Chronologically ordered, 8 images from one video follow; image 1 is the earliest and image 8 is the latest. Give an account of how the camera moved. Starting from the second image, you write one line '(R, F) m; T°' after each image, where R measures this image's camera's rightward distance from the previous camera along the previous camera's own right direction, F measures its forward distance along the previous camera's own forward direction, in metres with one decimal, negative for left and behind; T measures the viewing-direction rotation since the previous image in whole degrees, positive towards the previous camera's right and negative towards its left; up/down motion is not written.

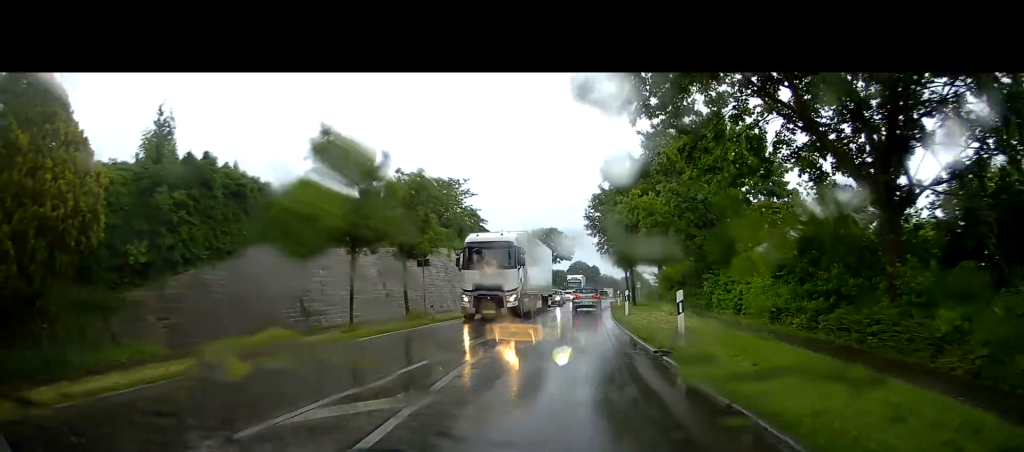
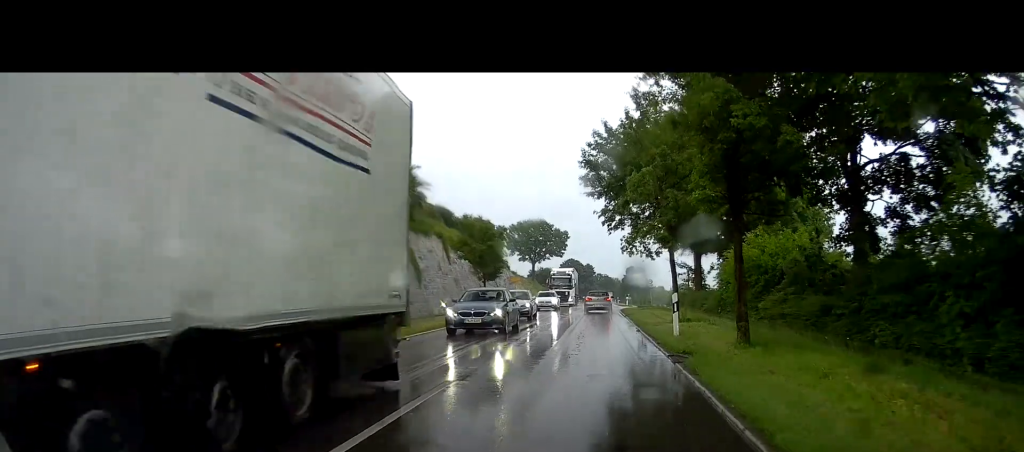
(-0.1, +25.3) m; -1°
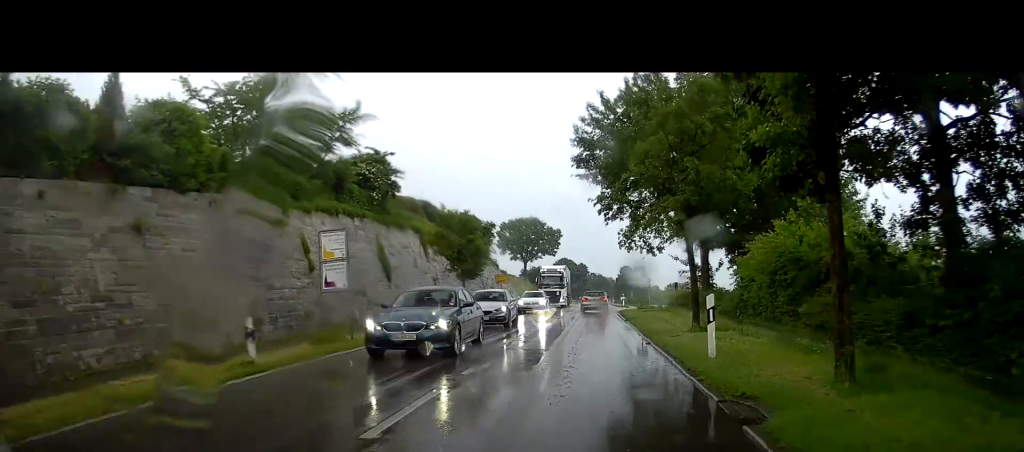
(-0.1, +5.0) m; 0°
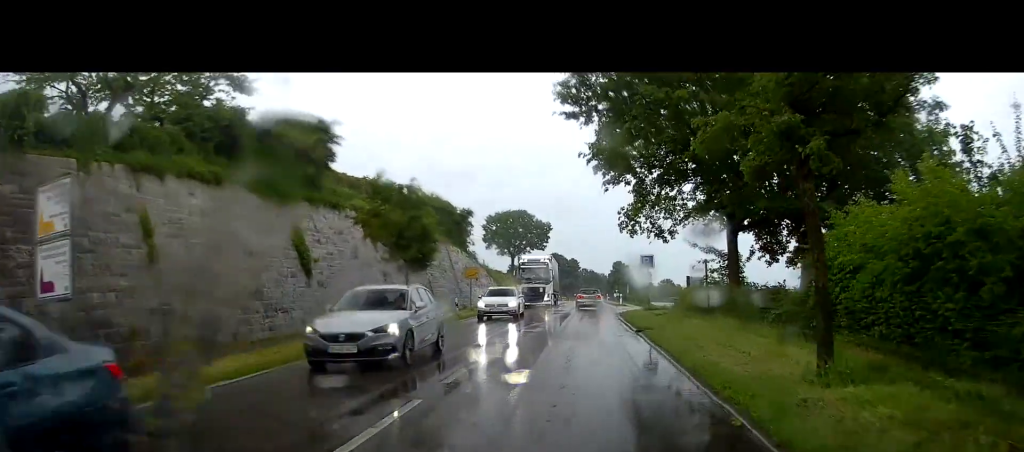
(-0.2, +9.7) m; +2°
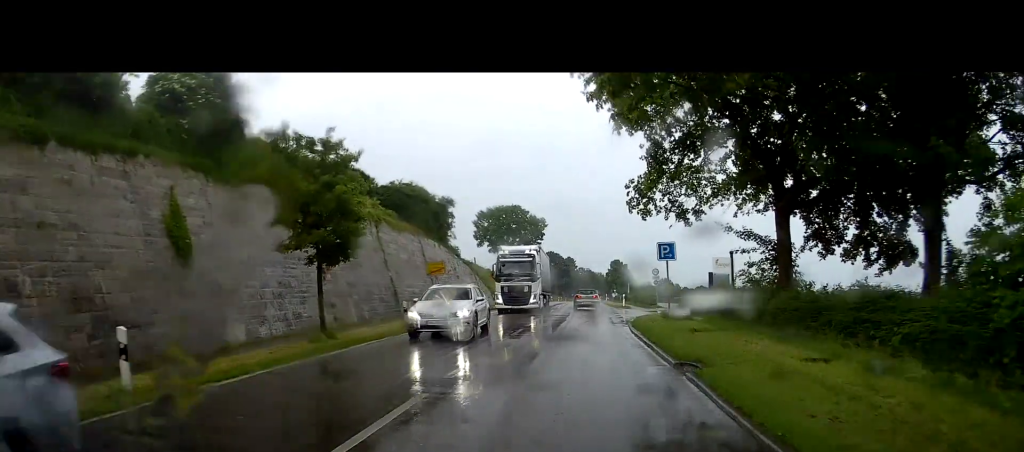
(+0.5, +8.3) m; +3°
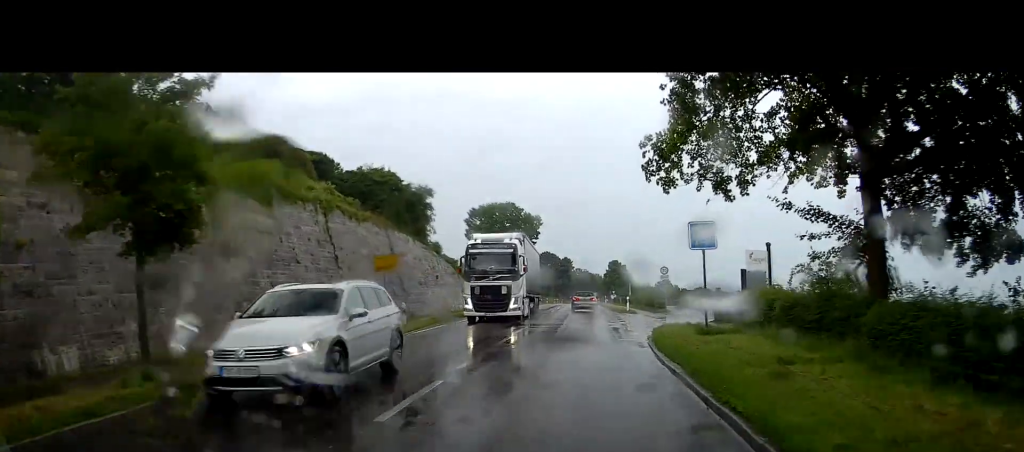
(+0.1, +7.3) m; 0°
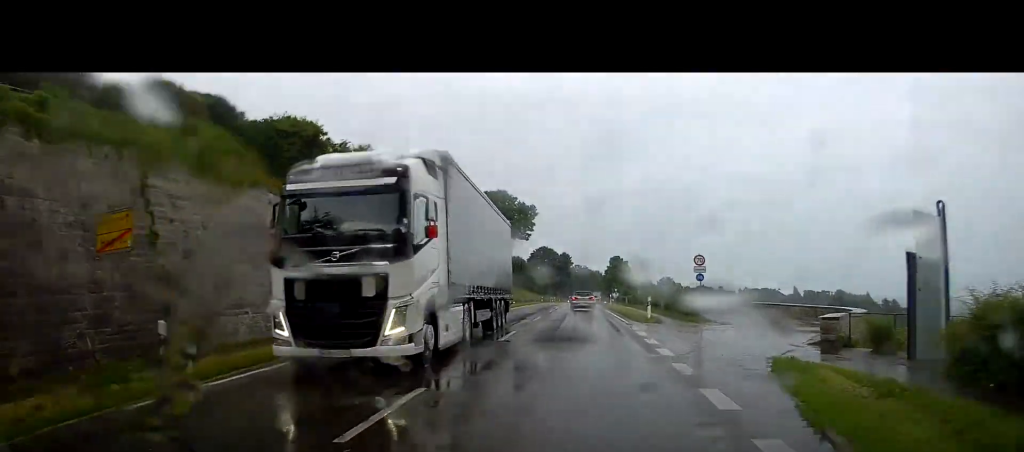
(-0.1, +14.1) m; 0°
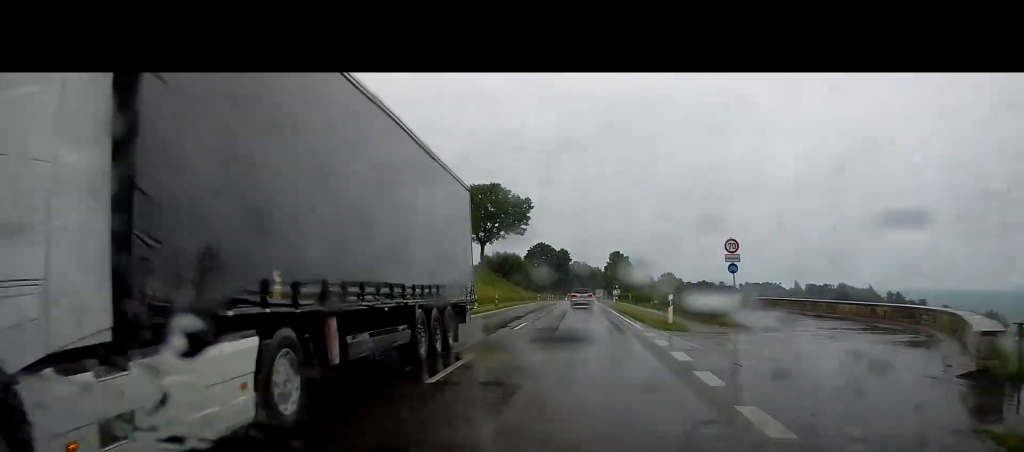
(0.0, +7.5) m; +1°
